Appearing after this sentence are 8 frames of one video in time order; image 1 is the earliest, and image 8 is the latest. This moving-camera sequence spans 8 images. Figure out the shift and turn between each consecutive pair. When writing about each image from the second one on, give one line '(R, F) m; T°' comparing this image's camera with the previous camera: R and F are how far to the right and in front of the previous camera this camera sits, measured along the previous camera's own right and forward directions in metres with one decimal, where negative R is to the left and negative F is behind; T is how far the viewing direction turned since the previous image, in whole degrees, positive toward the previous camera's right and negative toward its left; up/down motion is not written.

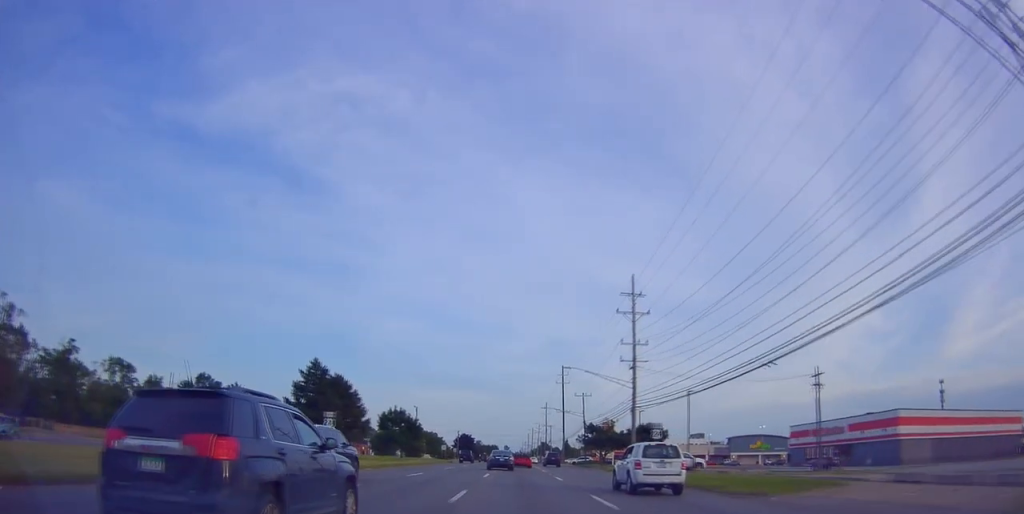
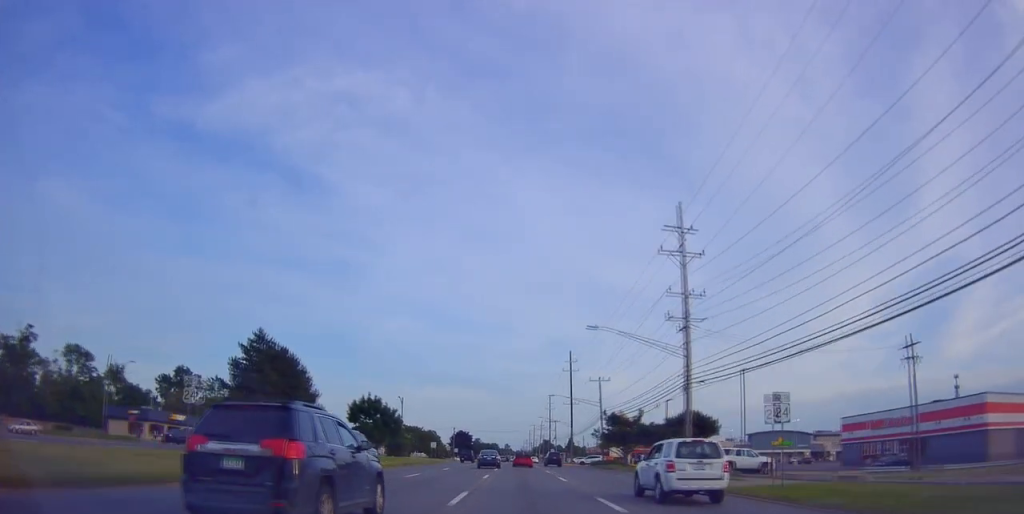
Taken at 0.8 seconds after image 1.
(+0.1, +15.8) m; -1°
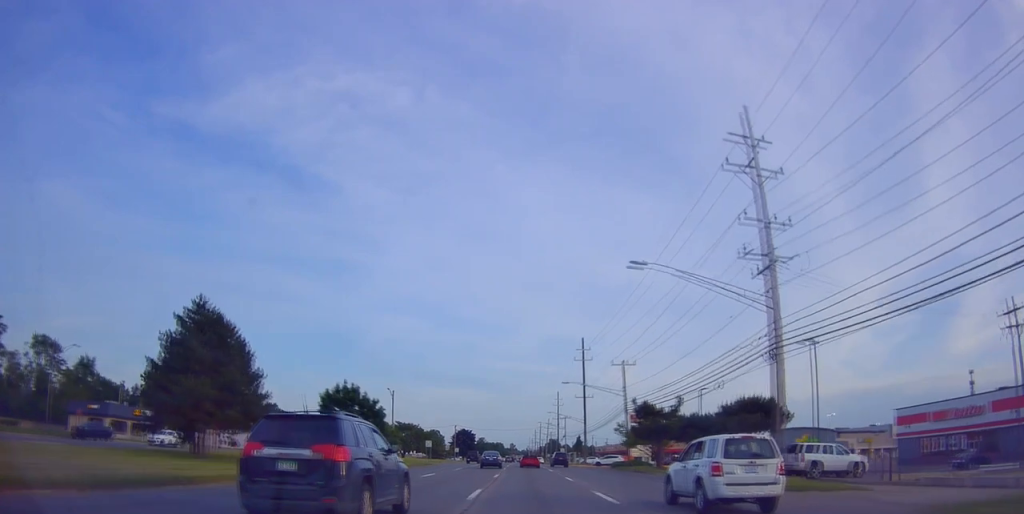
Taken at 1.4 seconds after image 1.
(-0.5, +11.9) m; -1°
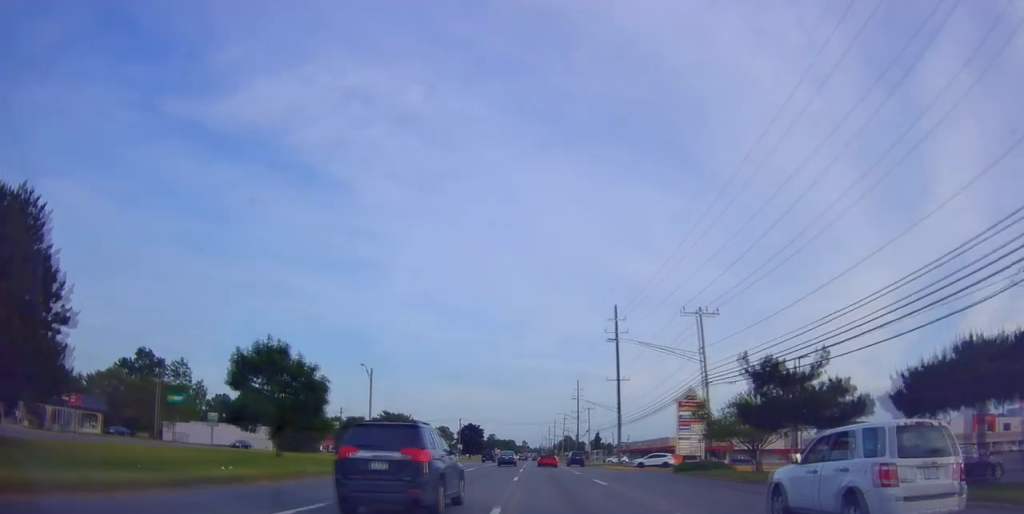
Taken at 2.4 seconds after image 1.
(+0.3, +20.9) m; +2°
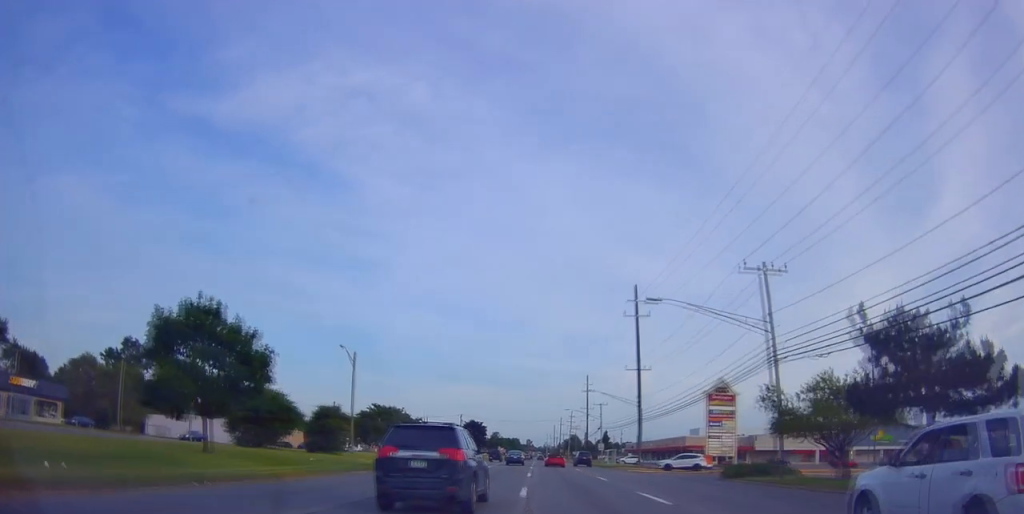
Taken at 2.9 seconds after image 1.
(+0.1, +9.6) m; -1°
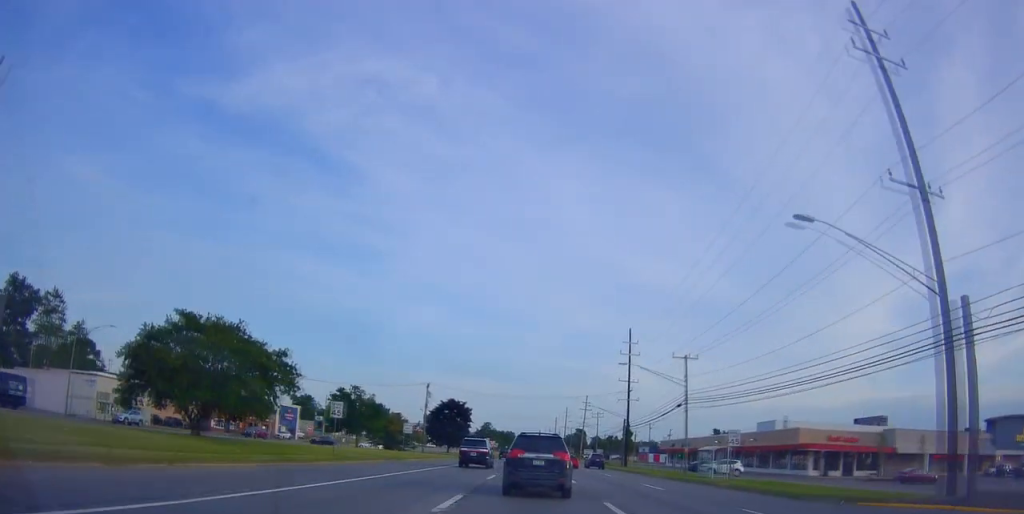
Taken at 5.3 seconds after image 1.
(-1.8, +50.1) m; -2°
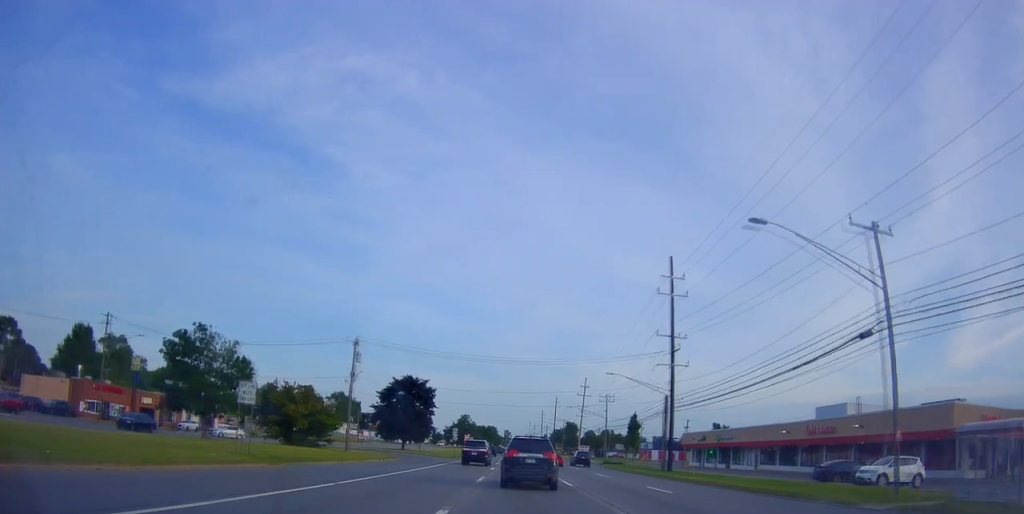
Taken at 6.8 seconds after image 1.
(+0.3, +31.6) m; +2°
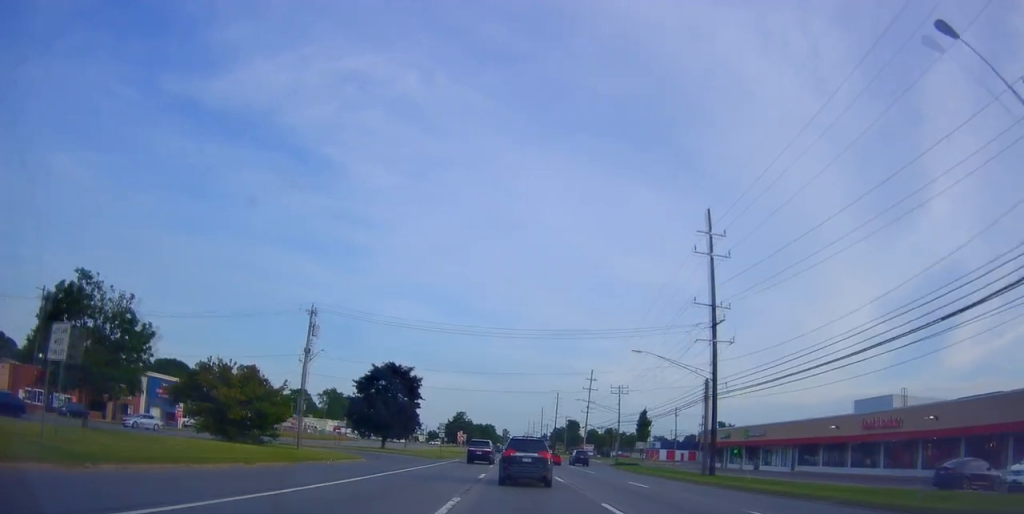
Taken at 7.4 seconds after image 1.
(+0.3, +11.9) m; +1°
